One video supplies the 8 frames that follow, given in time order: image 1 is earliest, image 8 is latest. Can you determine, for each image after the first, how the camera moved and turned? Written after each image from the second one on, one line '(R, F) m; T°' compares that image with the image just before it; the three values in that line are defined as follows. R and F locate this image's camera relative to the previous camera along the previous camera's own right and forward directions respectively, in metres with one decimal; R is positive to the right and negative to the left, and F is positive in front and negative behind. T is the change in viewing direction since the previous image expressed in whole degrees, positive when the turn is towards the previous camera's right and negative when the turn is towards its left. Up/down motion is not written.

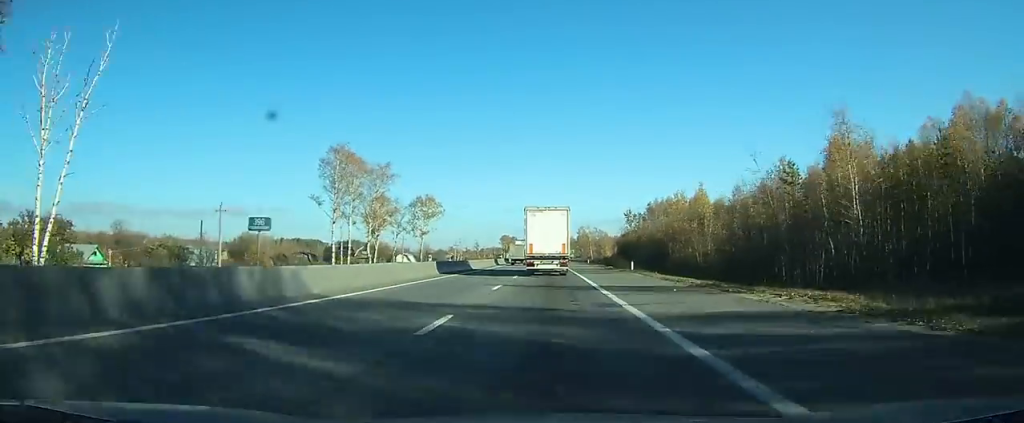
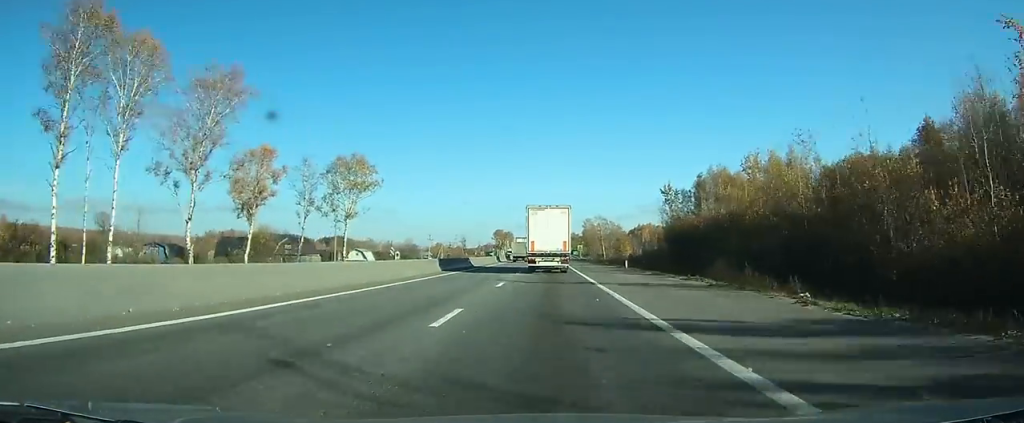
(0.0, +44.9) m; 0°
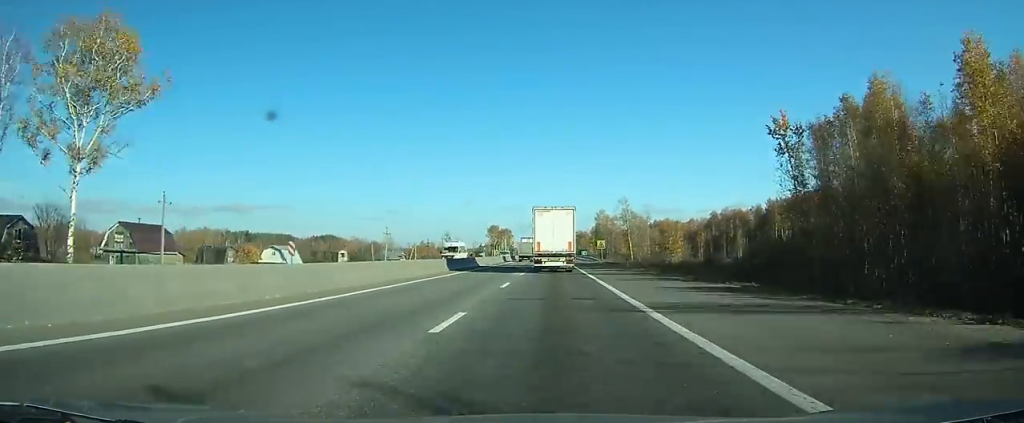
(-0.1, +50.3) m; 0°
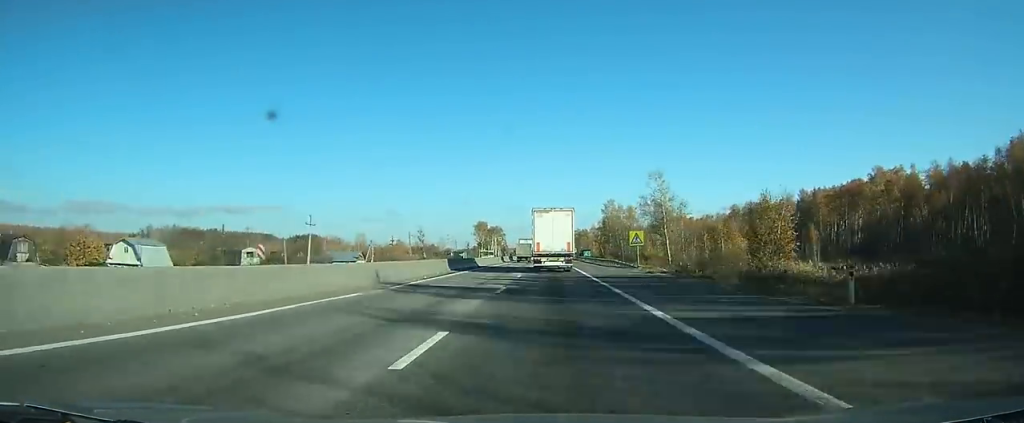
(0.0, +40.2) m; 0°
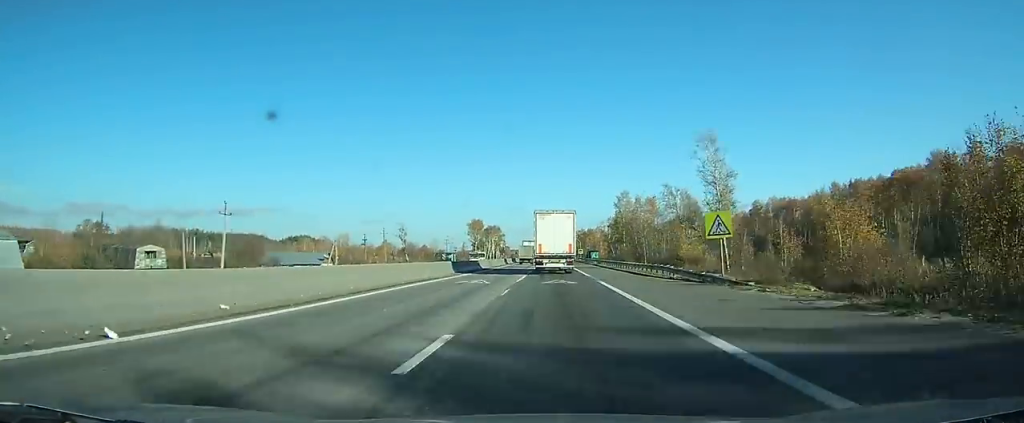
(0.0, +24.5) m; 0°
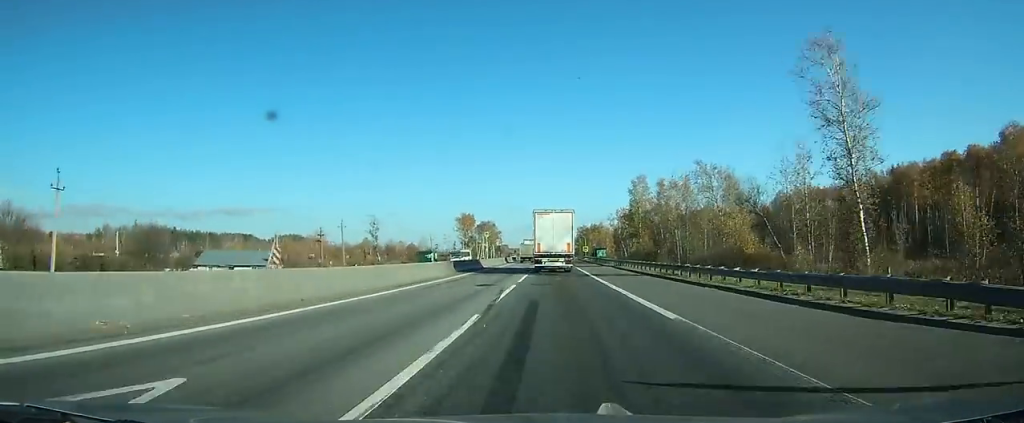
(0.0, +24.1) m; 0°
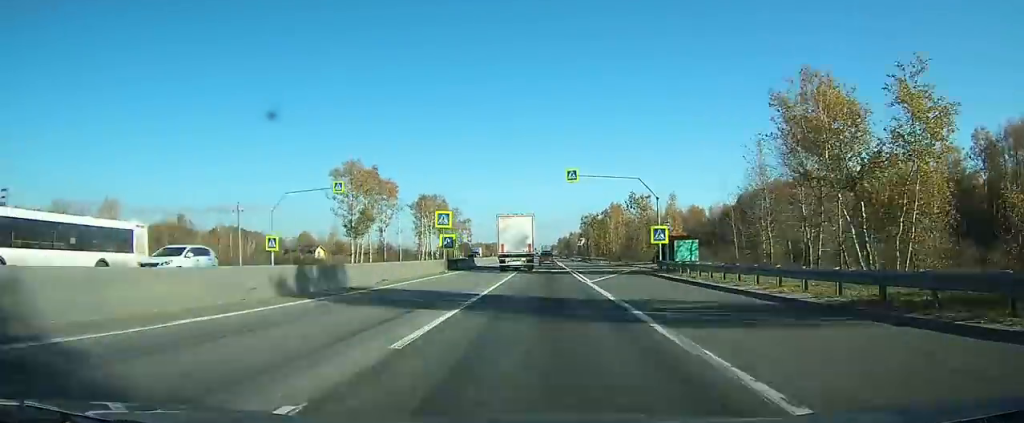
(+0.2, +100.5) m; 0°
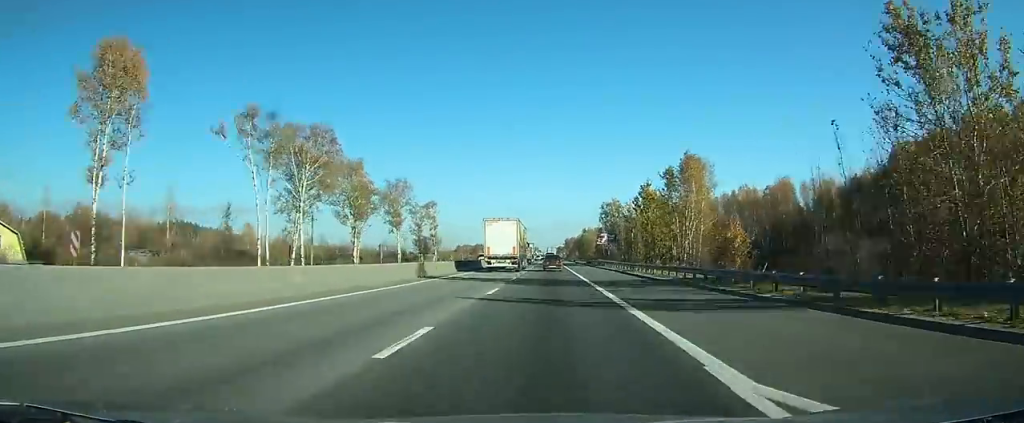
(0.0, +79.1) m; 0°
